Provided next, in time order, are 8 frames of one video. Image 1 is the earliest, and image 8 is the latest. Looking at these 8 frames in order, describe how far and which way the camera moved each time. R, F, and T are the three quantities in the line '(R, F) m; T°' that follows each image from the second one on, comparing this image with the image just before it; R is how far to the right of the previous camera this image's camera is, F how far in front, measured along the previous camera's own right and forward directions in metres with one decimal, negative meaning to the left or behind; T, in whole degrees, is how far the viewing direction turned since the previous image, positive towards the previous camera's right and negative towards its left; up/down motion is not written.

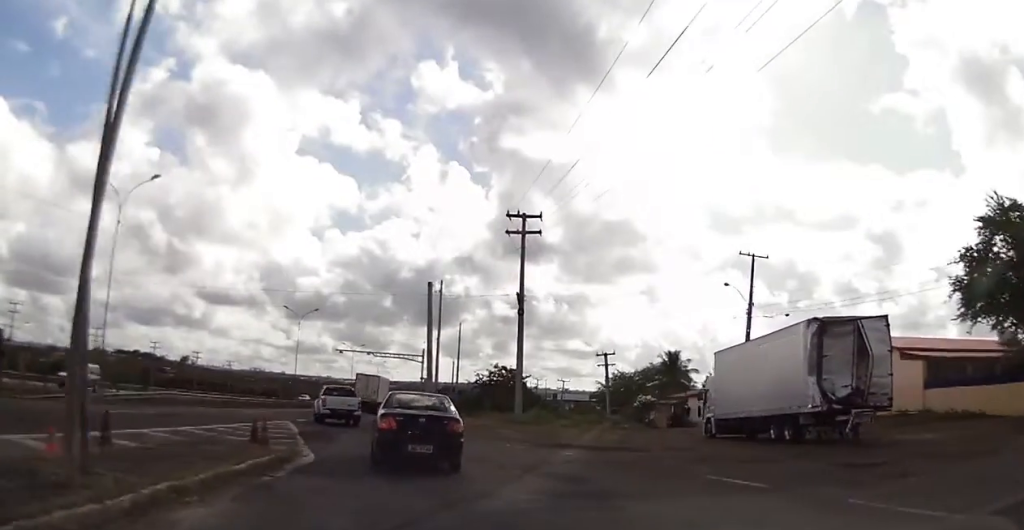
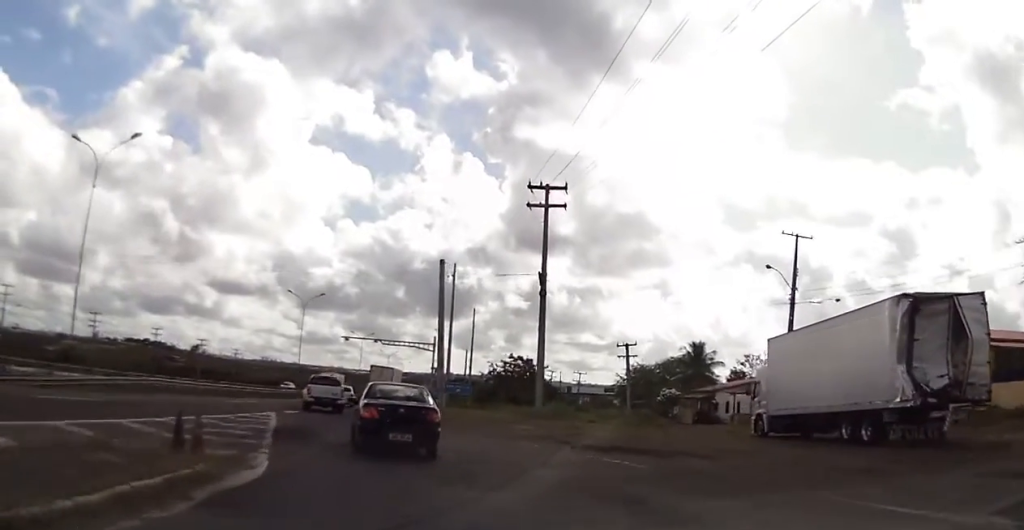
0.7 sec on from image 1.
(+0.1, +4.7) m; -1°
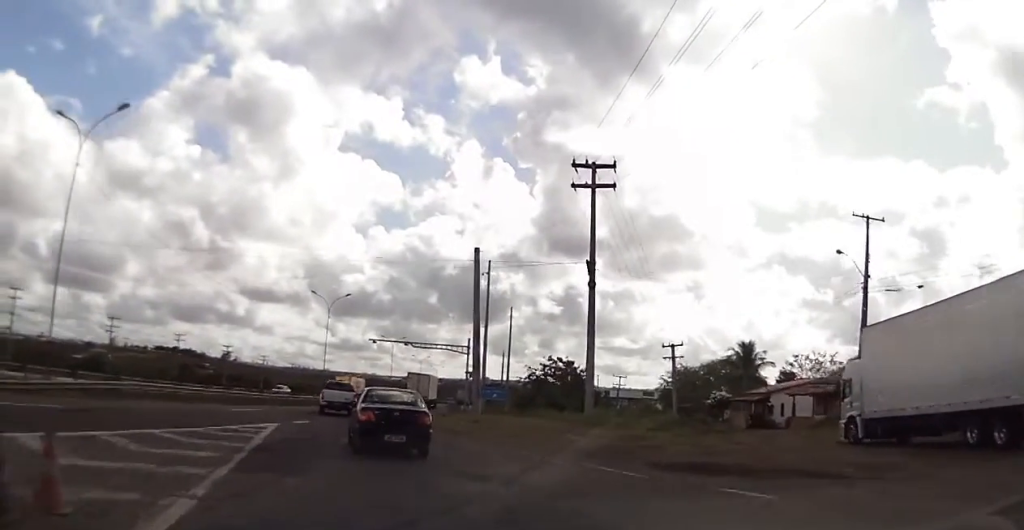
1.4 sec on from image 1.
(0.0, +4.9) m; -3°
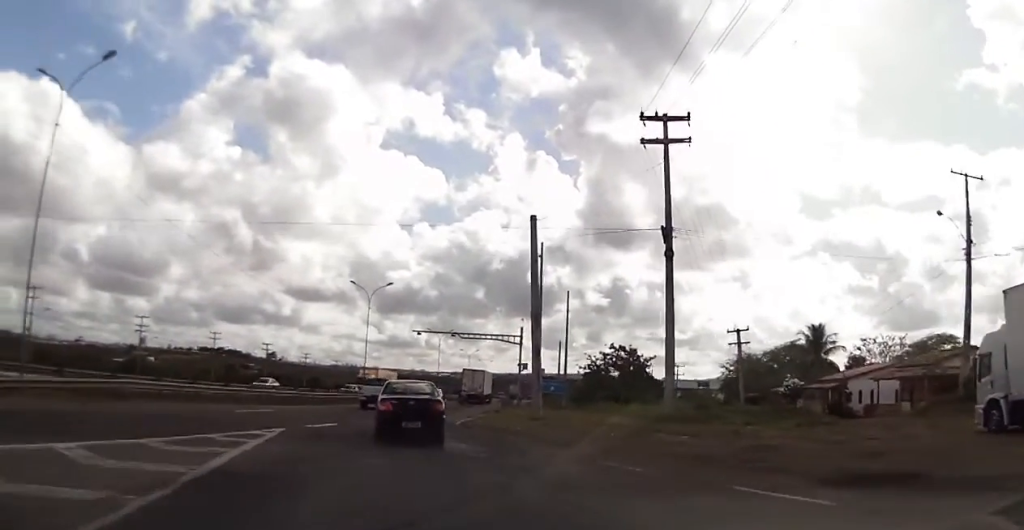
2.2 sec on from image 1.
(-0.4, +5.4) m; -3°
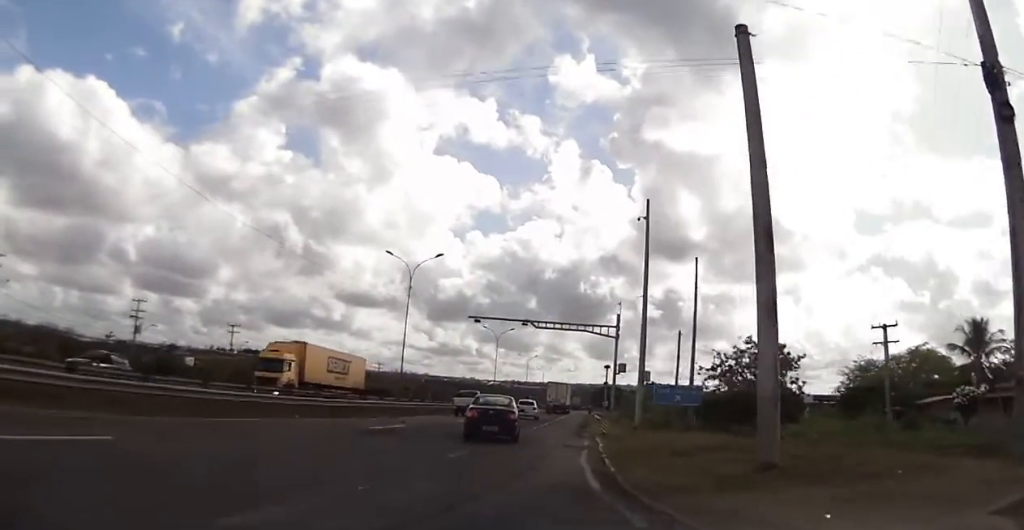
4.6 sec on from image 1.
(-1.5, +16.9) m; -8°
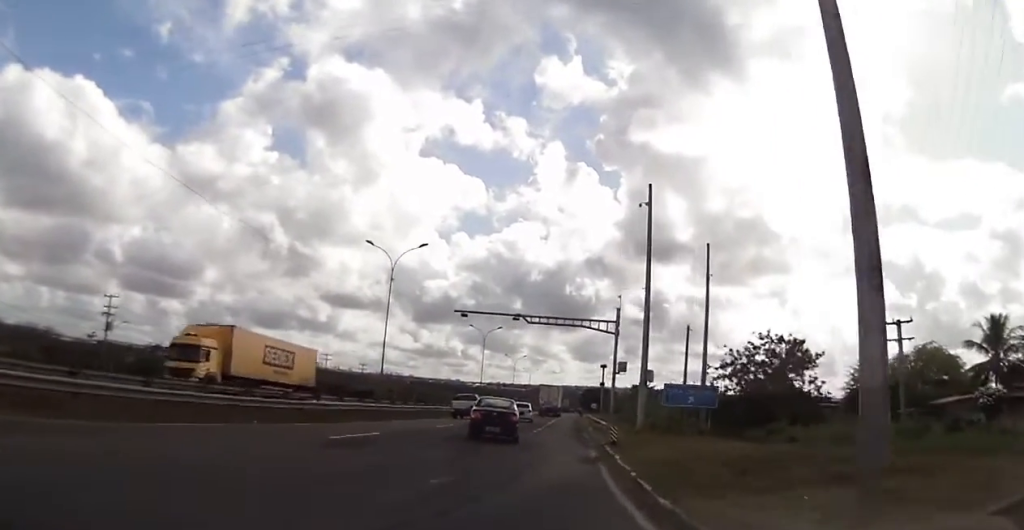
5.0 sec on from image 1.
(0.0, +3.8) m; +1°
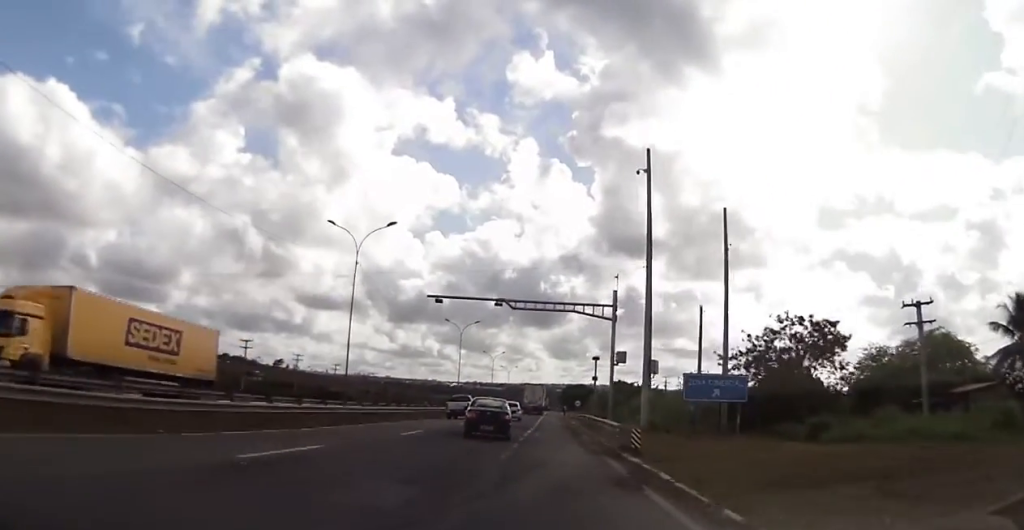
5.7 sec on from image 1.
(+0.1, +5.4) m; +1°
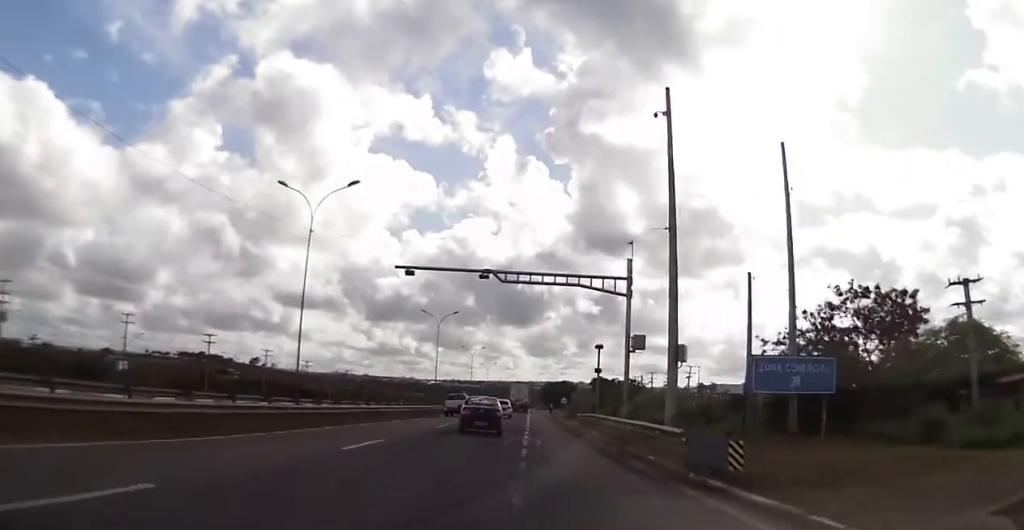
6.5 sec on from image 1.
(+0.1, +7.5) m; +2°
